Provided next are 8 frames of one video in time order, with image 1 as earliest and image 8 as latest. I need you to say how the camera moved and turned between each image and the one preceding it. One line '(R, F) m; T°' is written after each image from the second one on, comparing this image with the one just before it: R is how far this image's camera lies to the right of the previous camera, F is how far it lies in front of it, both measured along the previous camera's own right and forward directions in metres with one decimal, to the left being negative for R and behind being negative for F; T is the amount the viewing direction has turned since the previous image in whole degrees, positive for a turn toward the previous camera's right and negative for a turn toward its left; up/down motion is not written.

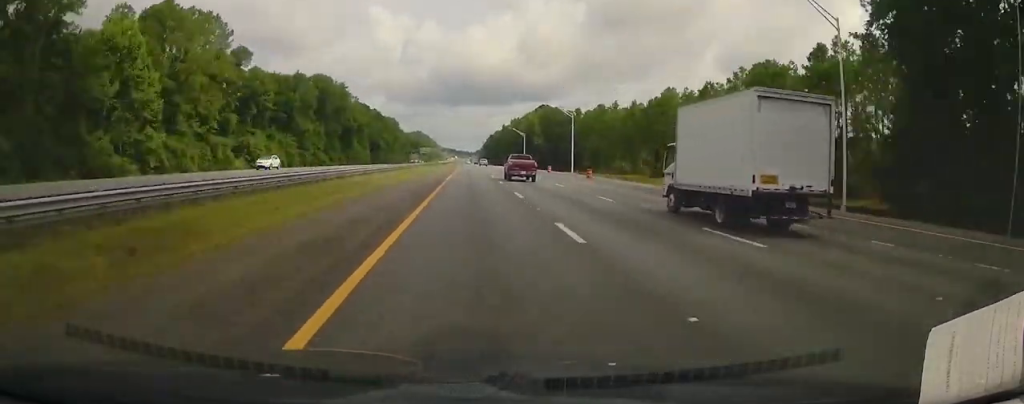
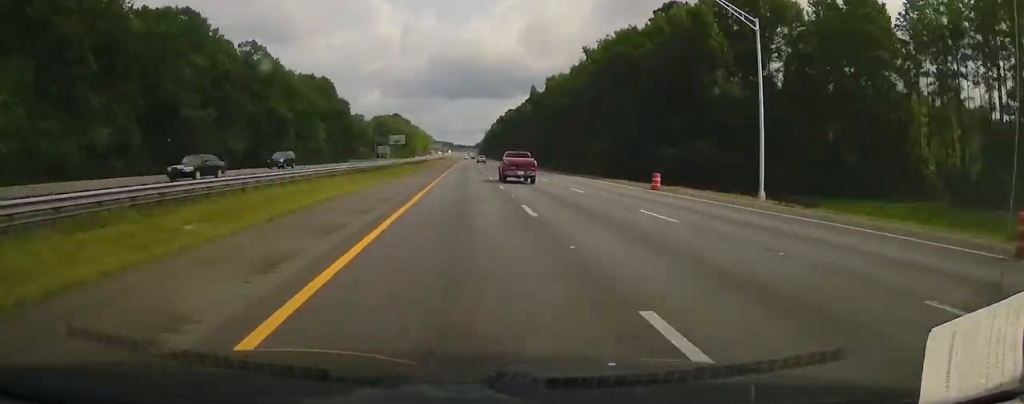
(+0.4, +142.4) m; 0°
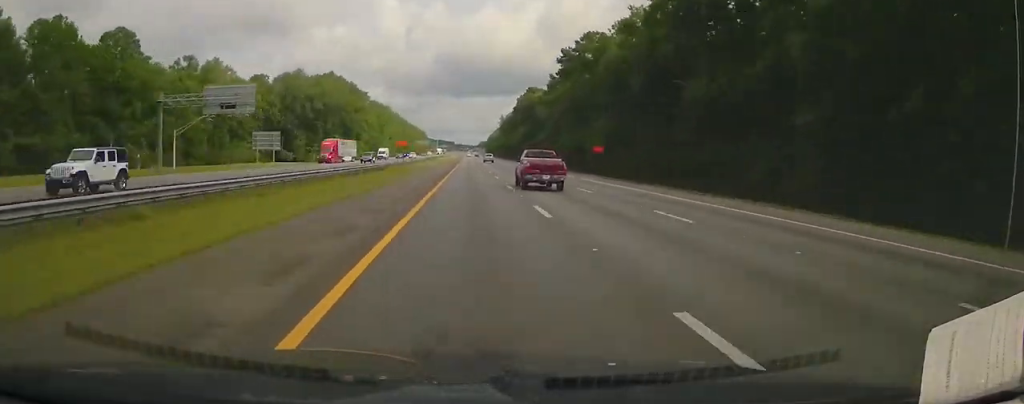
(+0.1, +170.7) m; 0°
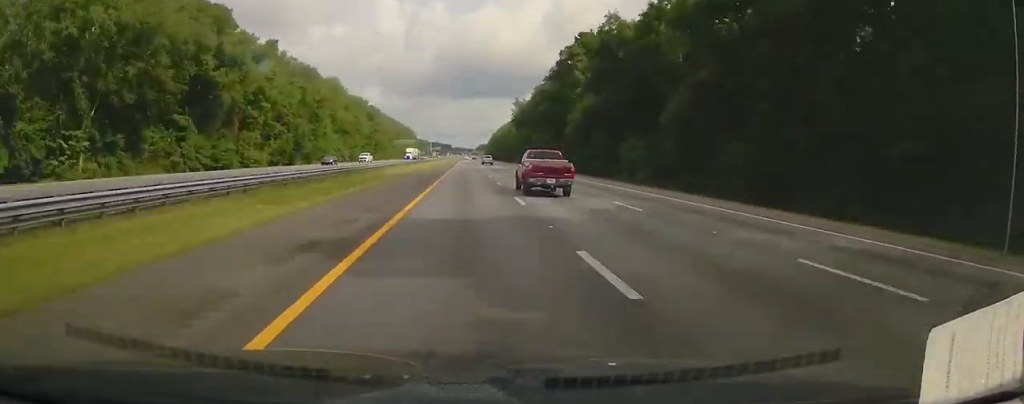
(-0.1, +94.8) m; 0°
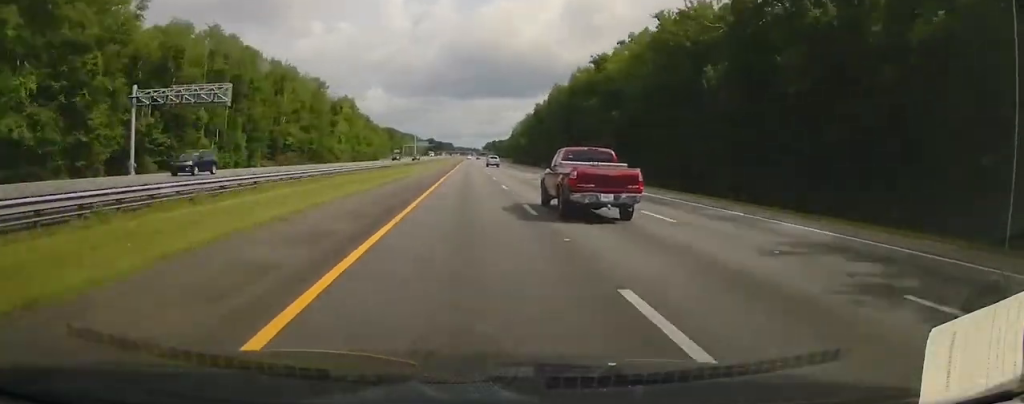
(-0.8, +222.9) m; 0°
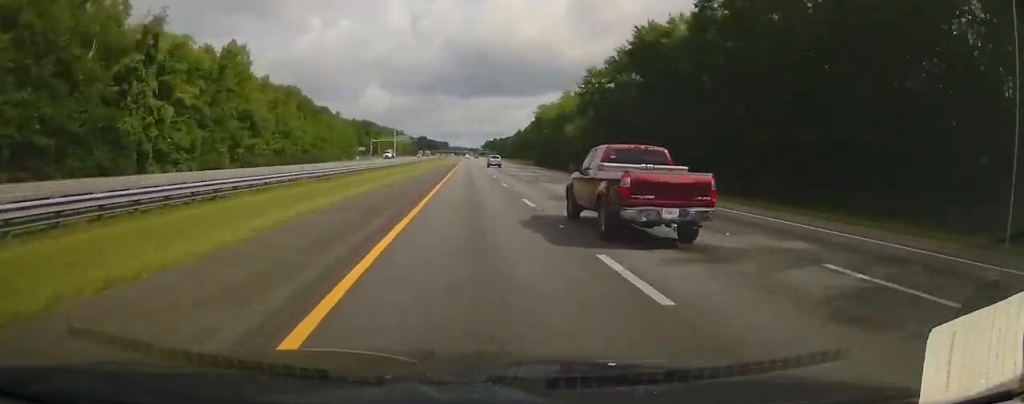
(+0.4, +94.7) m; 0°
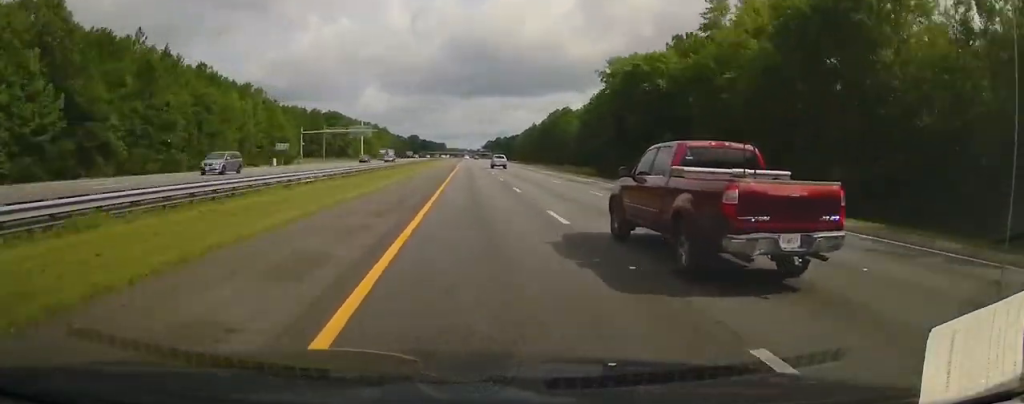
(+0.4, +89.8) m; 0°
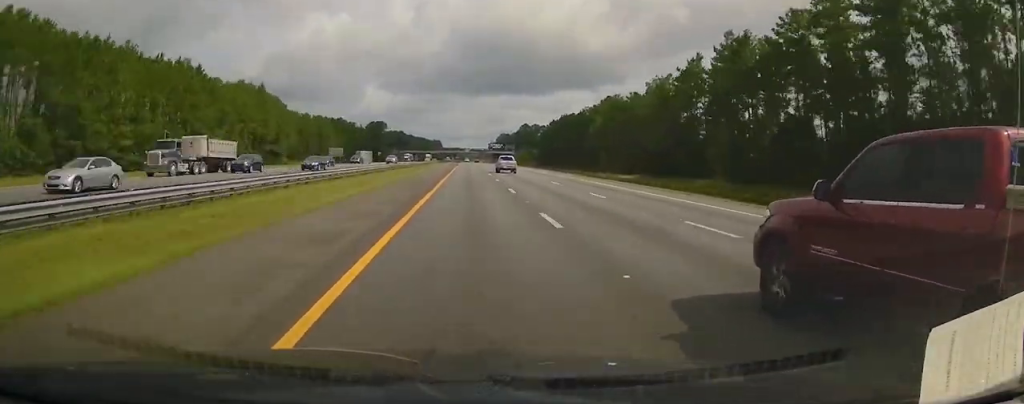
(-0.3, +235.0) m; 0°
